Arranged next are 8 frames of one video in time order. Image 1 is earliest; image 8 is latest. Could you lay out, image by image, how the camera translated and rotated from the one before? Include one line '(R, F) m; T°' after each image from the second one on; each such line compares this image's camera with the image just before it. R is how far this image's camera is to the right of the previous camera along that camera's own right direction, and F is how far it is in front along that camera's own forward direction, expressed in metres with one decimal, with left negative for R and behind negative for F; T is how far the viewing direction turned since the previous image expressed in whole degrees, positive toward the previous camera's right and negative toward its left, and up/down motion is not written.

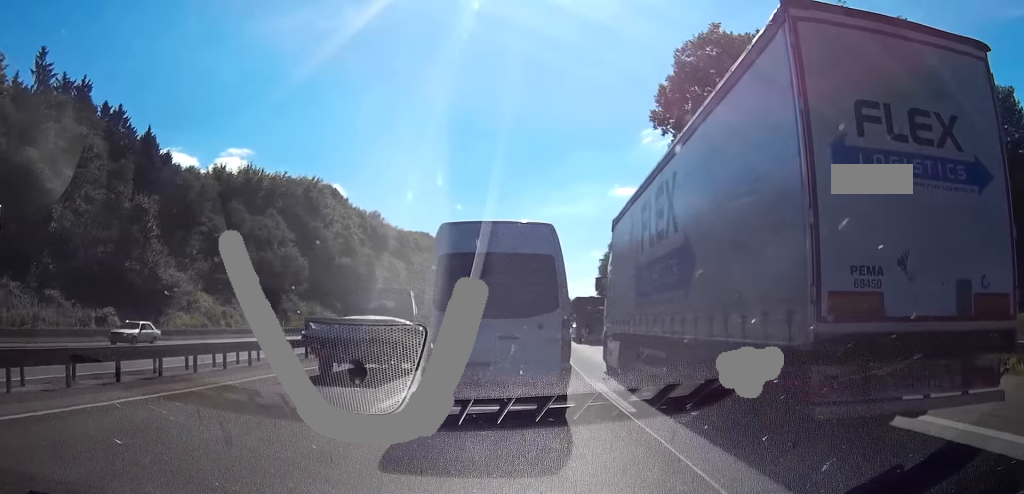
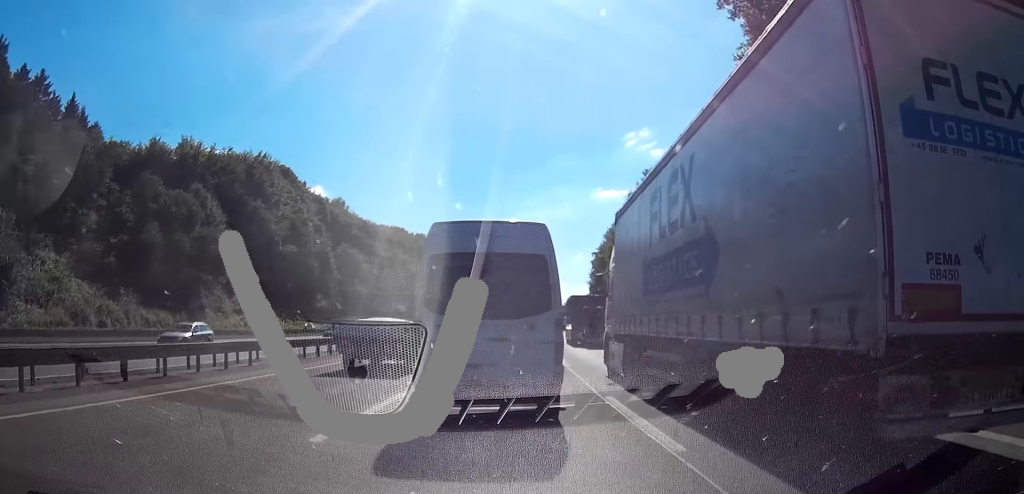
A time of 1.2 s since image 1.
(+0.5, +21.1) m; +1°
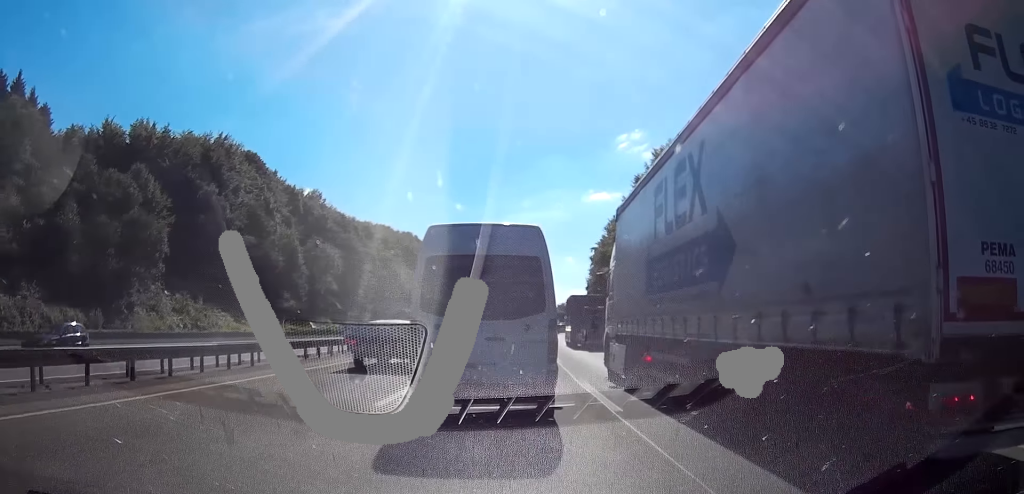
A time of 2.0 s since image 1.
(0.0, +13.4) m; 0°
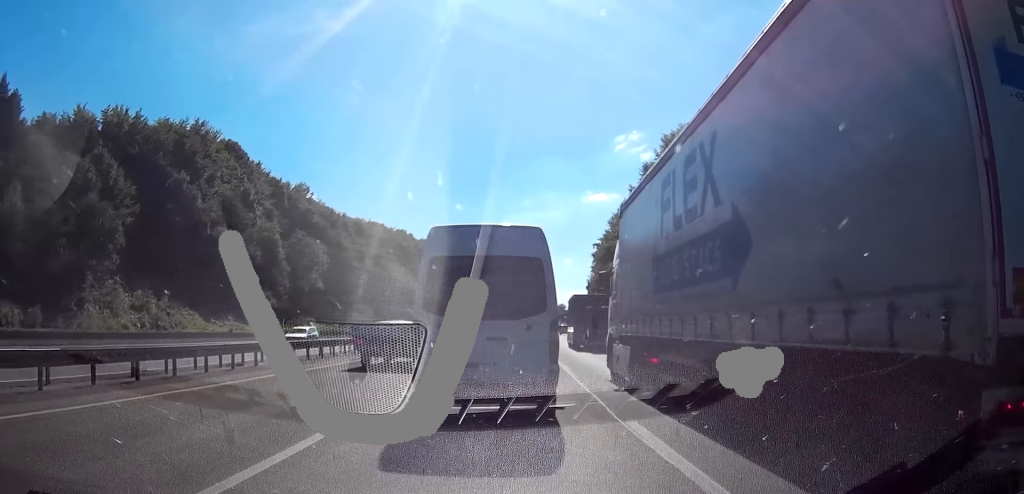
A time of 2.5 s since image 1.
(0.0, +7.7) m; 0°
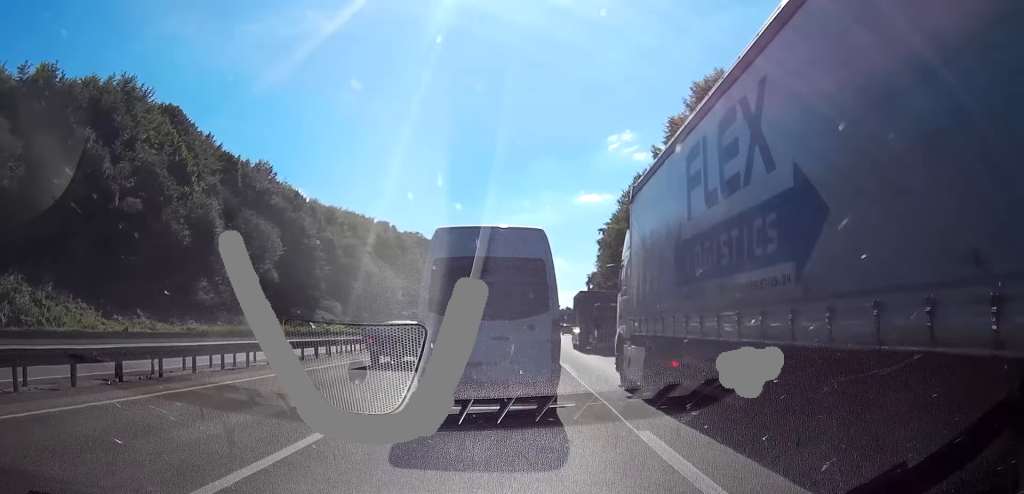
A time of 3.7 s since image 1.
(0.0, +18.2) m; 0°
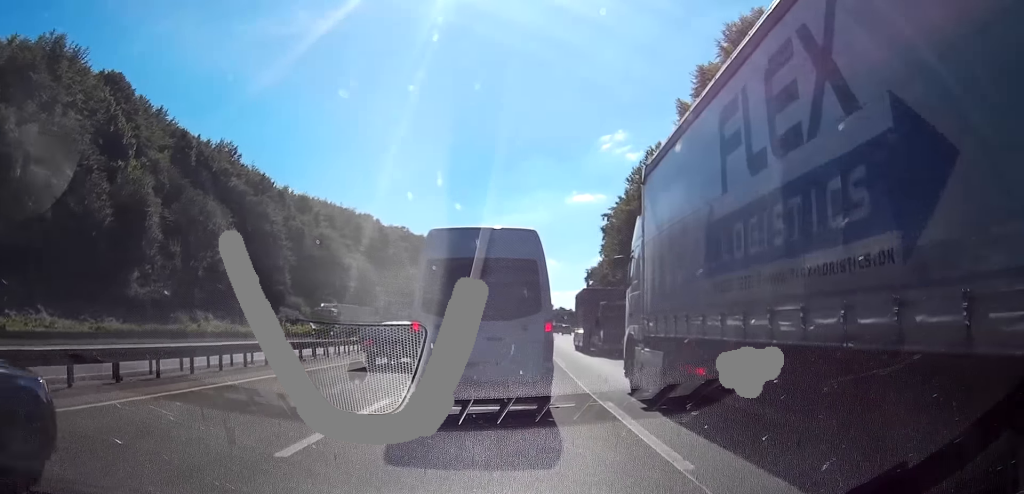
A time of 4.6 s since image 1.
(0.0, +13.1) m; 0°
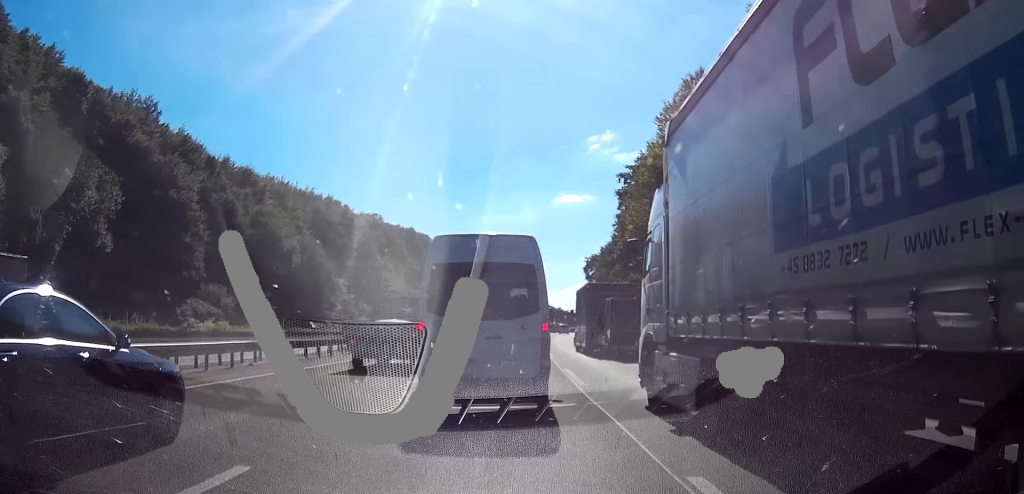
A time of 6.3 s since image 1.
(0.0, +24.1) m; 0°
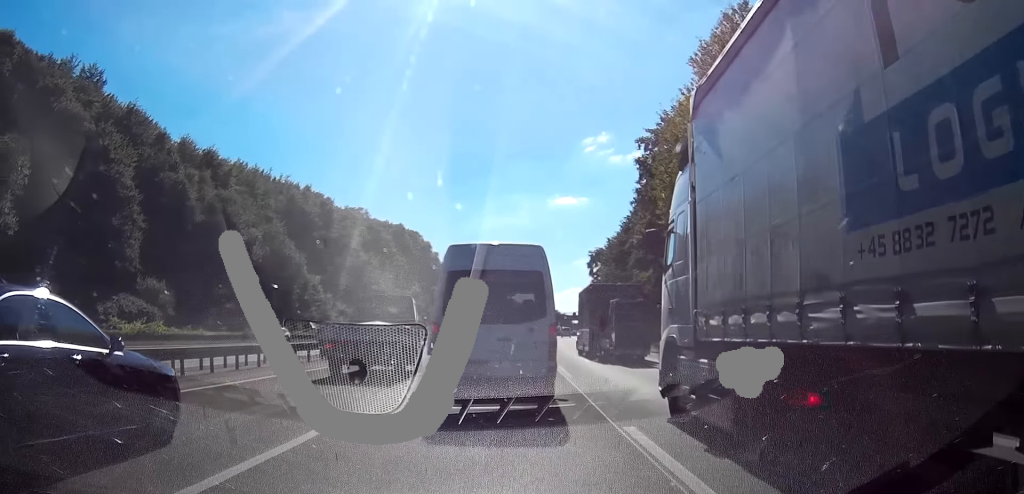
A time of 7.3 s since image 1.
(0.0, +13.5) m; 0°
